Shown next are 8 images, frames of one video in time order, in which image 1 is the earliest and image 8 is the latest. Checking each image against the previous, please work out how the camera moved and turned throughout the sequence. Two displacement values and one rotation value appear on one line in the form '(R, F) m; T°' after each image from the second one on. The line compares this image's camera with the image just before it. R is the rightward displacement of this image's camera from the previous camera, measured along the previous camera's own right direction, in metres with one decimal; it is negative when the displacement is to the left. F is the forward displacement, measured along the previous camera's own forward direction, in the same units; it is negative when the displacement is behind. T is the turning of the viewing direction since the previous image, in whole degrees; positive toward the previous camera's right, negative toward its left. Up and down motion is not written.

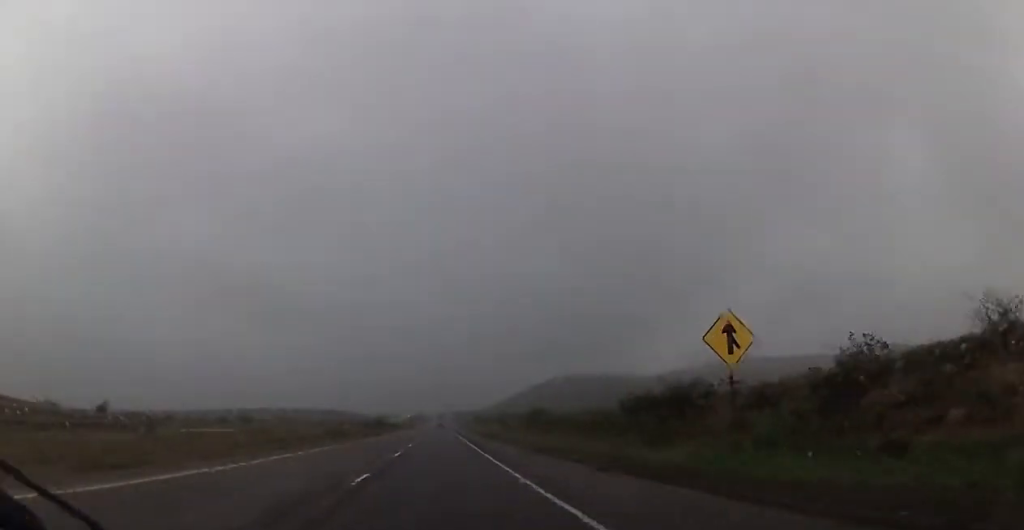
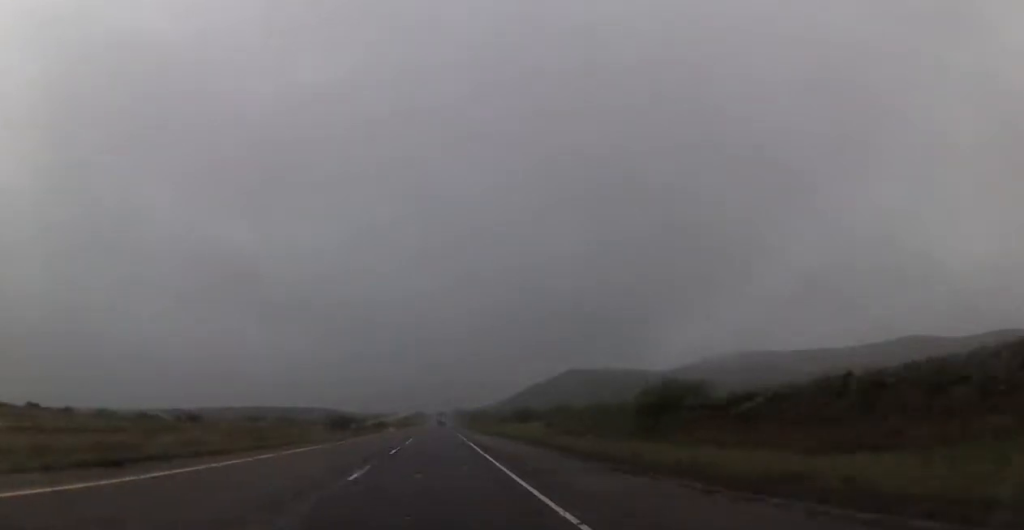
(-0.1, +60.9) m; 0°
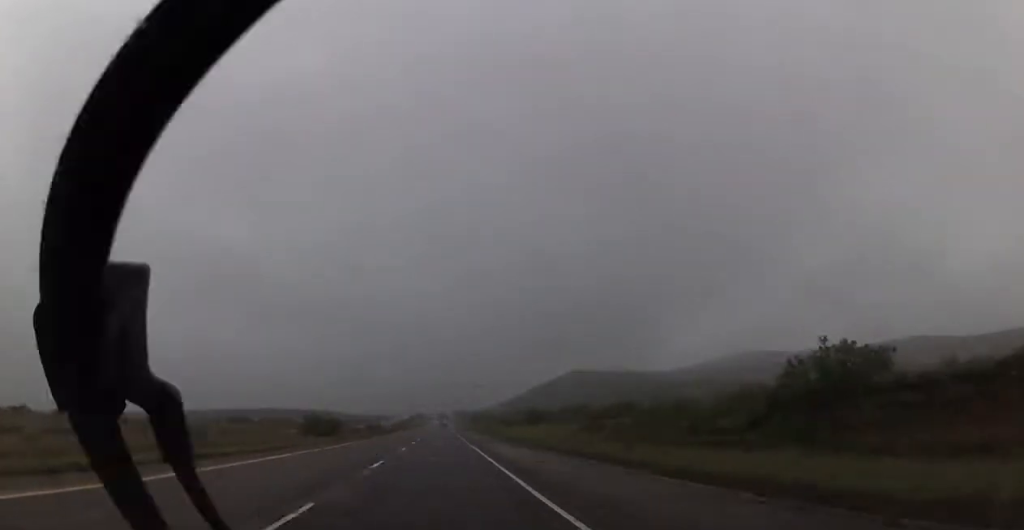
(0.0, +19.5) m; 0°
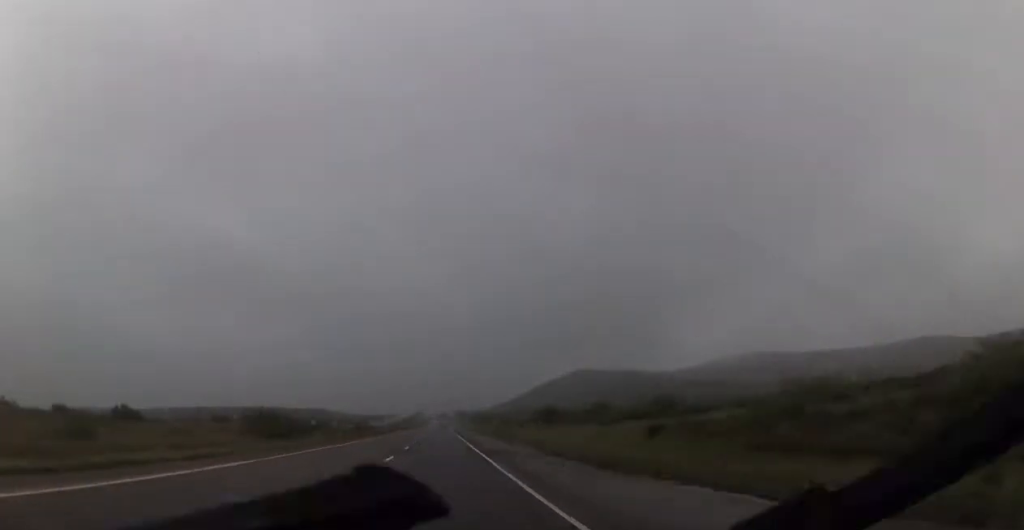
(+0.2, +20.7) m; 0°
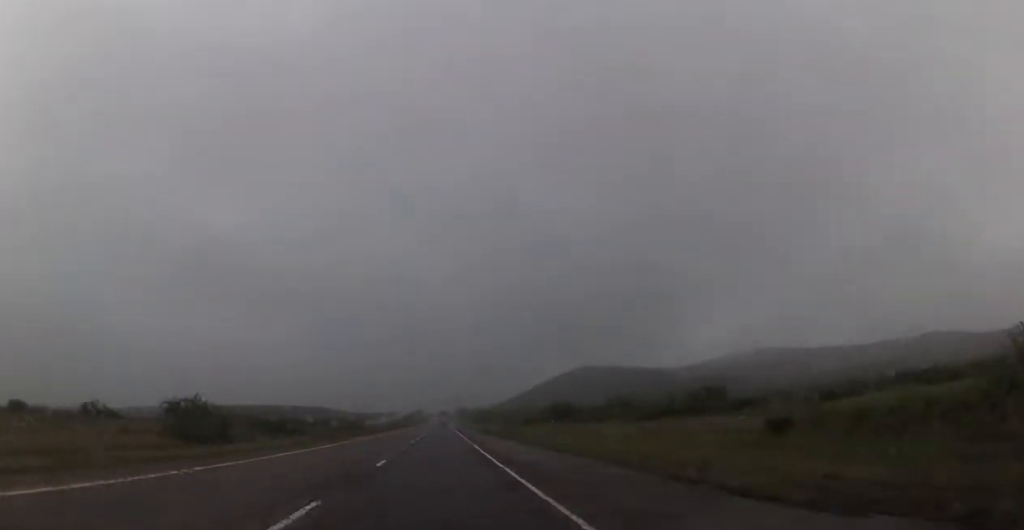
(+0.1, +16.1) m; 0°
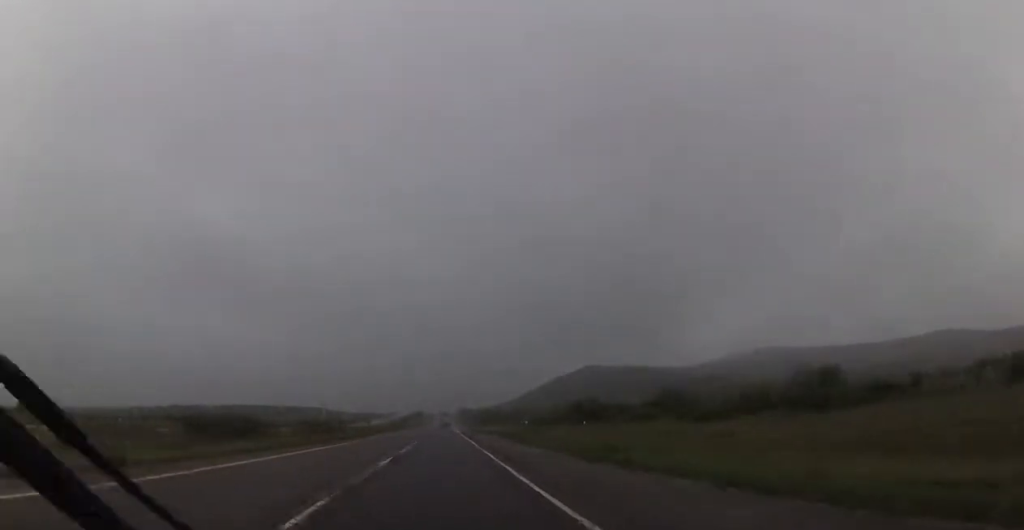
(-0.5, +24.1) m; 0°
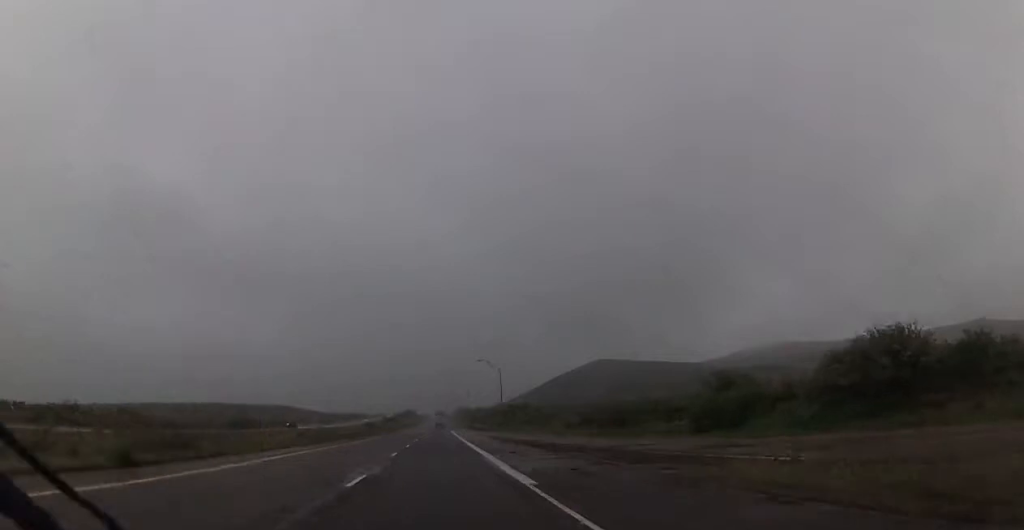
(+0.5, +80.5) m; +1°
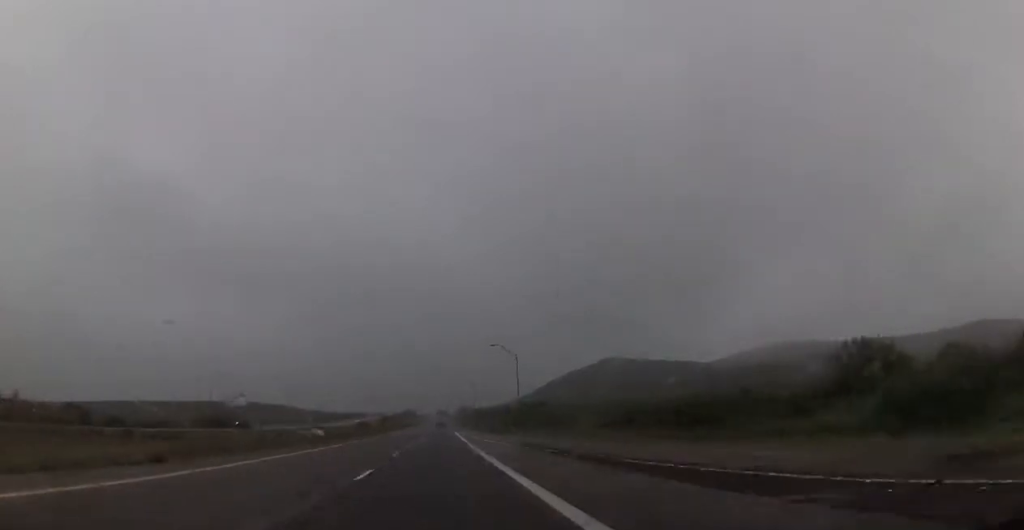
(+0.3, +23.0) m; 0°
